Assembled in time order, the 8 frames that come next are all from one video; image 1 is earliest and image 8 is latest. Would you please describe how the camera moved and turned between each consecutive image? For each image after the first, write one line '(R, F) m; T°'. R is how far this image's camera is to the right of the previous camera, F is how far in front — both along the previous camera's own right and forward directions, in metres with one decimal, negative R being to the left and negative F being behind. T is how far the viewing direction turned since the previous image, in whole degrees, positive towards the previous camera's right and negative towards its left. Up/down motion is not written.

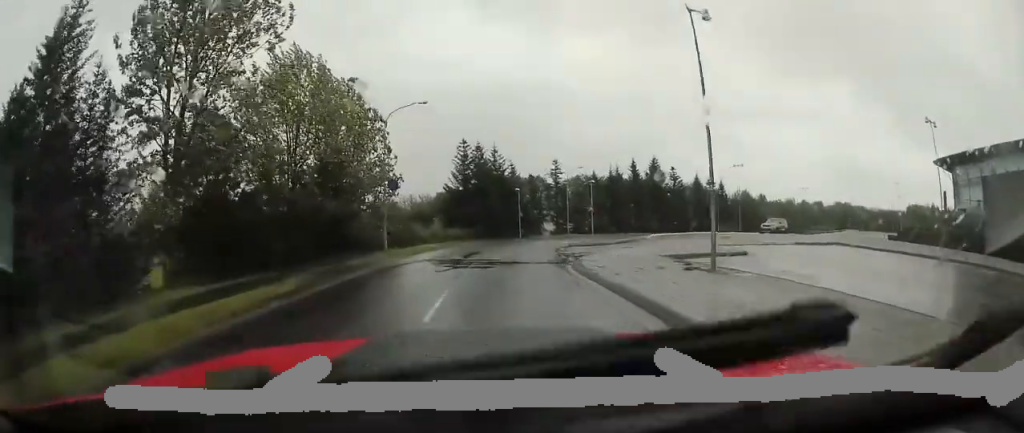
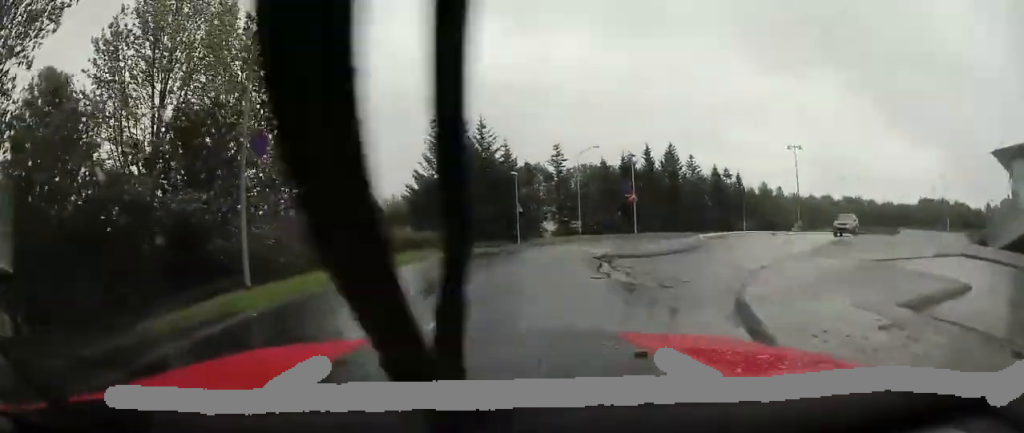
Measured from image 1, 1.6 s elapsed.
(0.0, +11.9) m; 0°
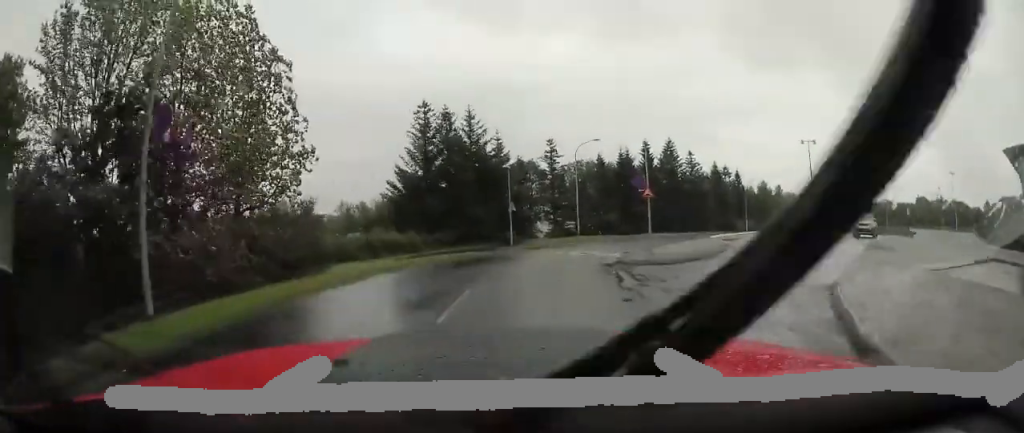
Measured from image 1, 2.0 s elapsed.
(0.0, +3.1) m; 0°
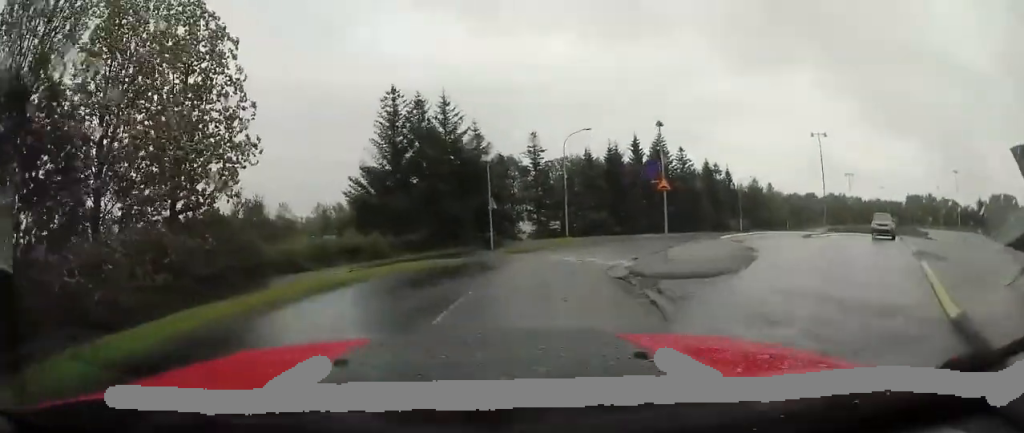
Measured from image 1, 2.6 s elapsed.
(0.0, +3.7) m; 0°
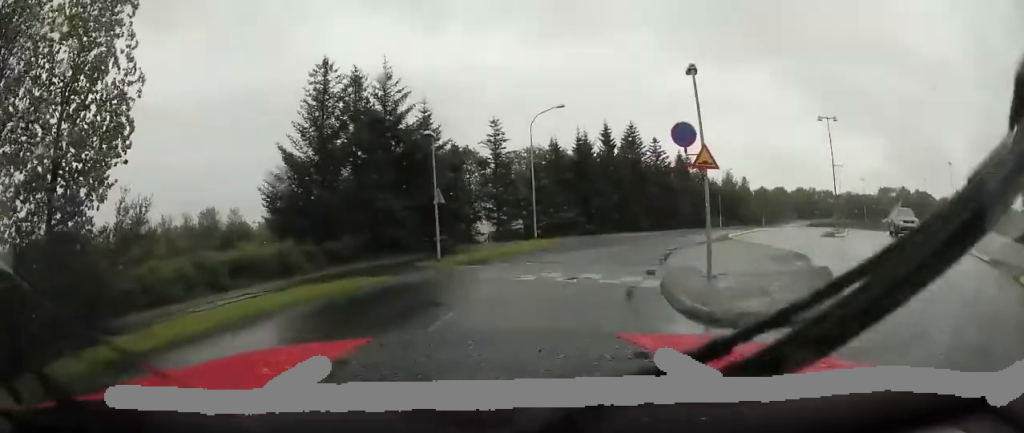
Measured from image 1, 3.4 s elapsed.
(0.0, +5.6) m; 0°
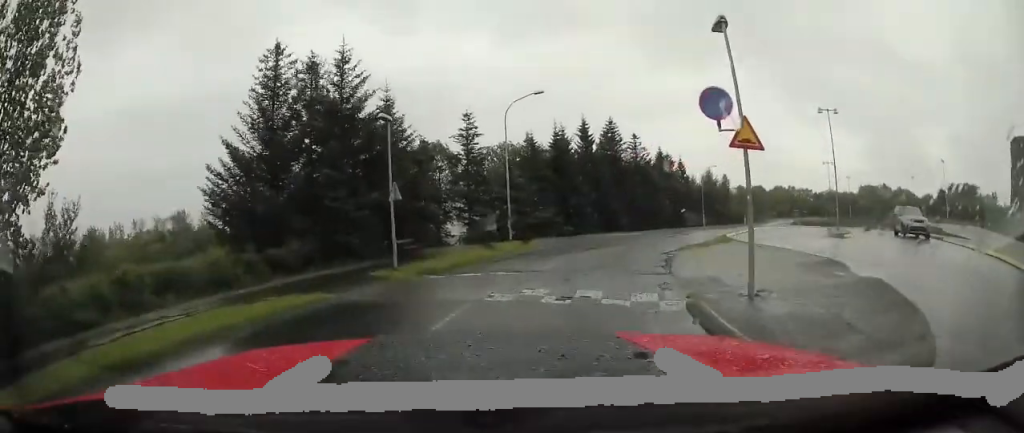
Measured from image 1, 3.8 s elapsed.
(0.0, +2.8) m; 0°
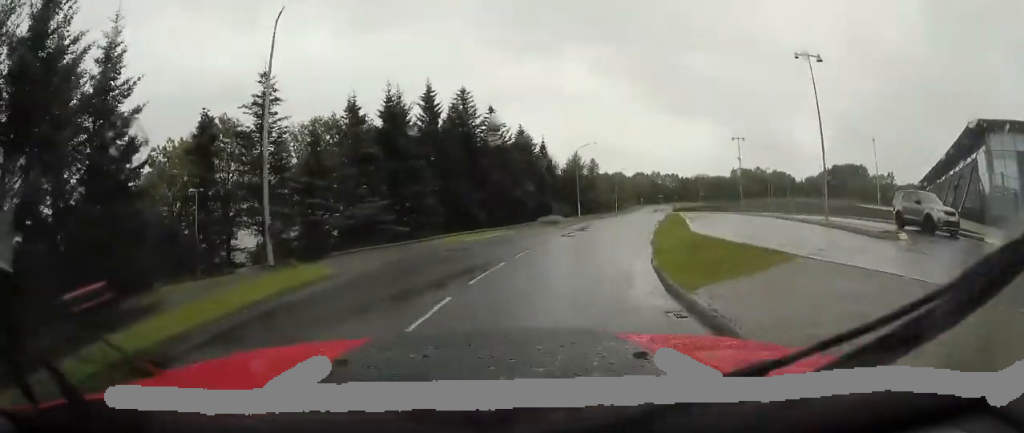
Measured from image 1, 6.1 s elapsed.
(0.0, +13.4) m; 0°
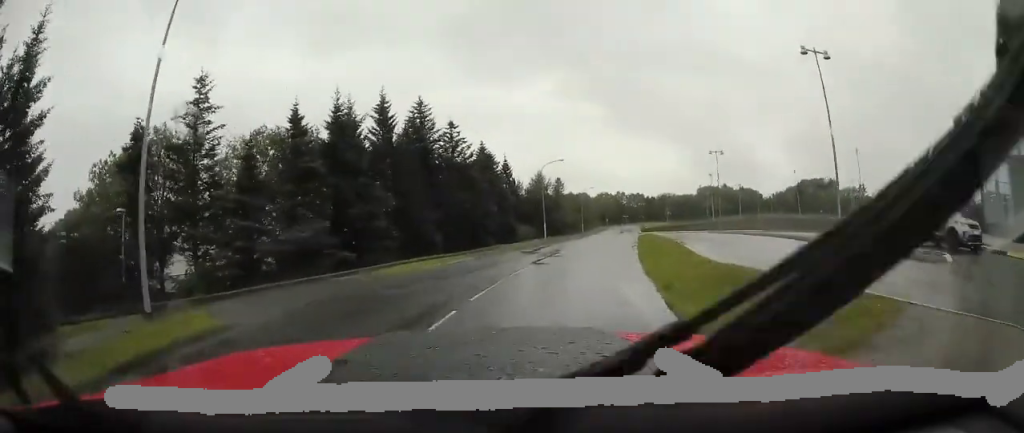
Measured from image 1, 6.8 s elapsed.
(0.0, +3.5) m; +3°
